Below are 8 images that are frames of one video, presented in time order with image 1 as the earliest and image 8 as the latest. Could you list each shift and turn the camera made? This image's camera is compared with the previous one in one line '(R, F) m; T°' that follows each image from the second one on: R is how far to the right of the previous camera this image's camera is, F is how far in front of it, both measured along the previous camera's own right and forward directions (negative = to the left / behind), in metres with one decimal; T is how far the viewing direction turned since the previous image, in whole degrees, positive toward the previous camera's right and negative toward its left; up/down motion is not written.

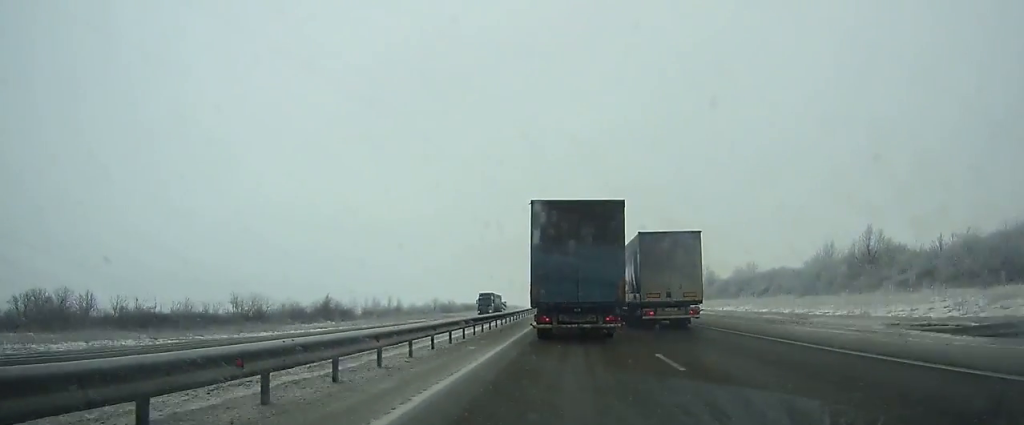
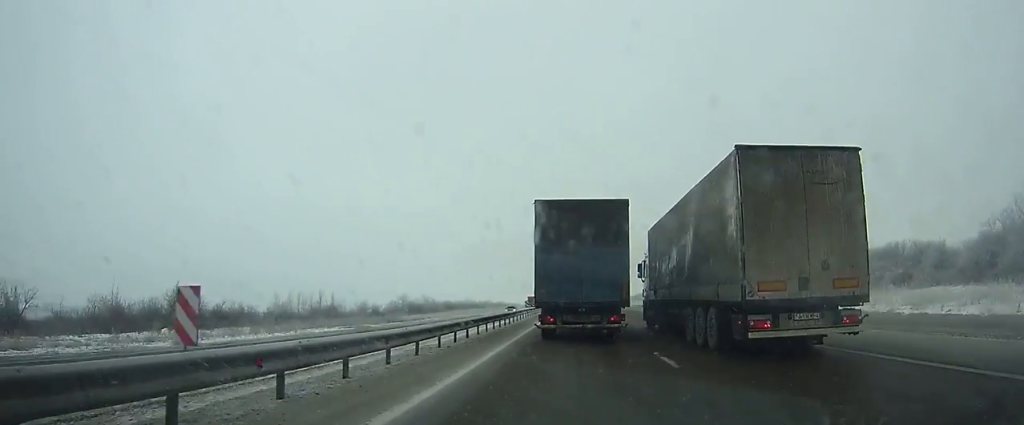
(0.0, +60.1) m; 0°
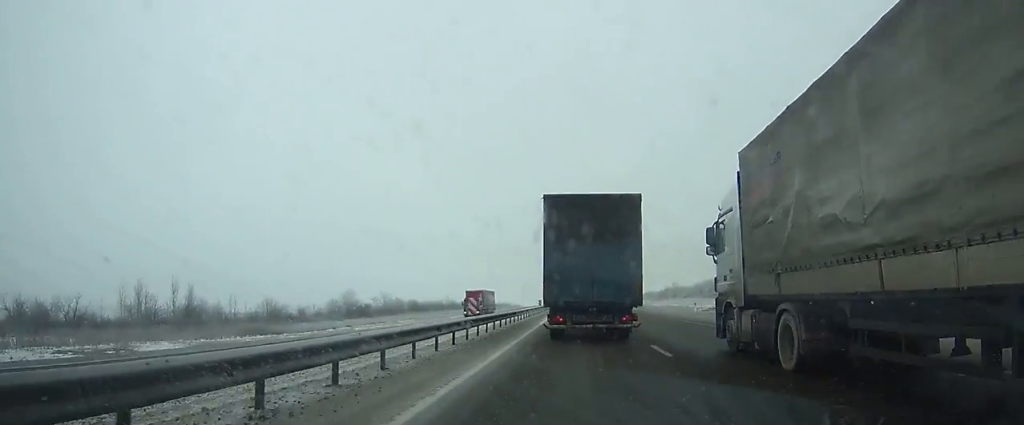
(-0.1, +59.4) m; 0°
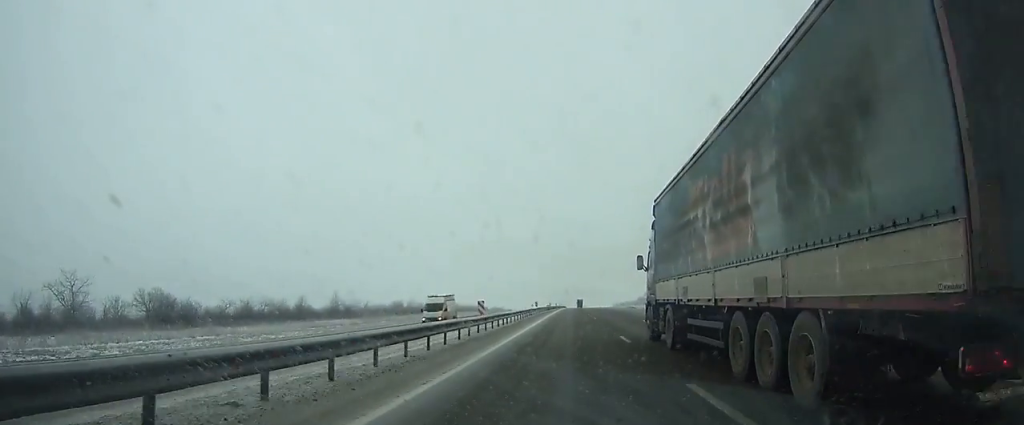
(+0.6, +141.3) m; 0°
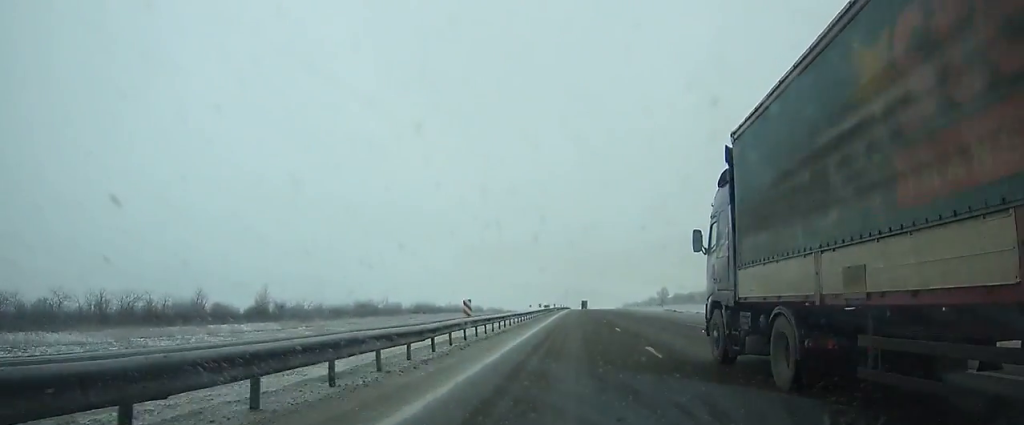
(0.0, +40.4) m; 0°
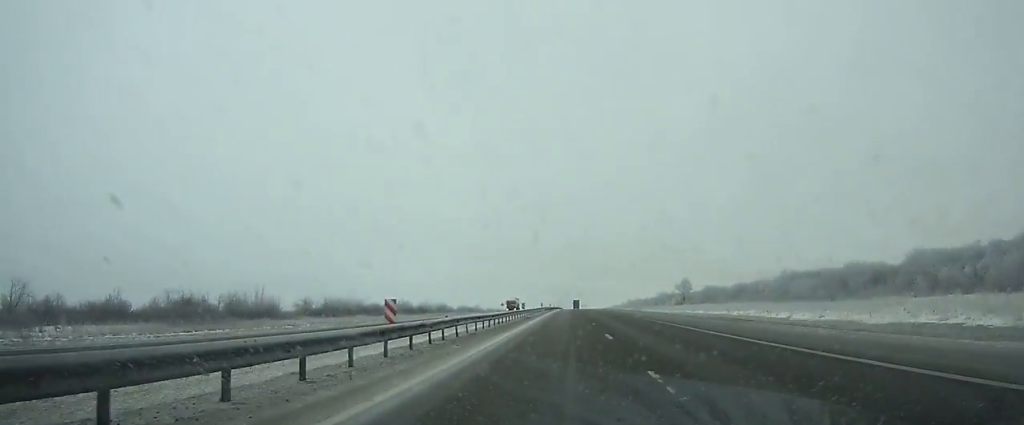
(+0.3, +77.4) m; 0°
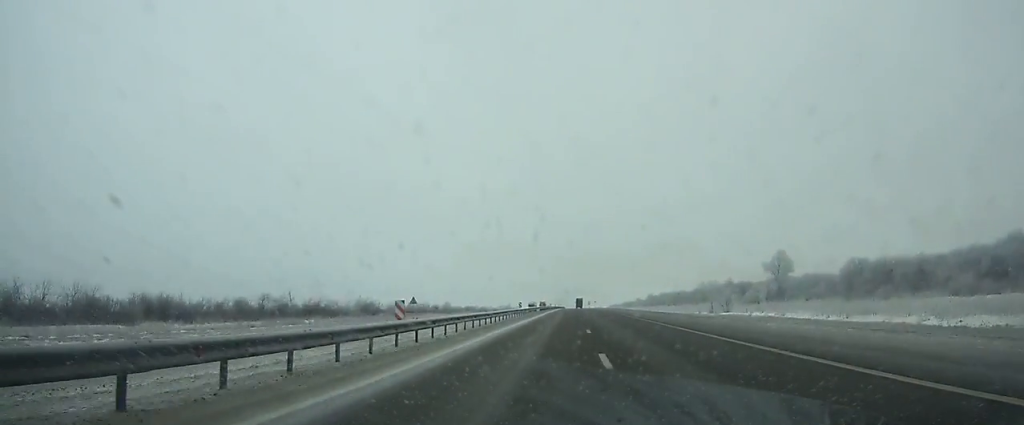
(-0.3, +107.2) m; 0°
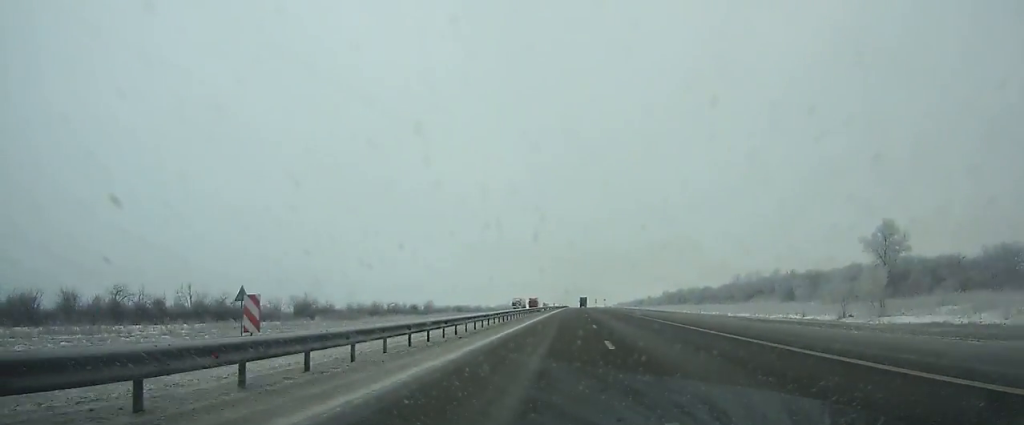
(-0.2, +45.6) m; 0°
